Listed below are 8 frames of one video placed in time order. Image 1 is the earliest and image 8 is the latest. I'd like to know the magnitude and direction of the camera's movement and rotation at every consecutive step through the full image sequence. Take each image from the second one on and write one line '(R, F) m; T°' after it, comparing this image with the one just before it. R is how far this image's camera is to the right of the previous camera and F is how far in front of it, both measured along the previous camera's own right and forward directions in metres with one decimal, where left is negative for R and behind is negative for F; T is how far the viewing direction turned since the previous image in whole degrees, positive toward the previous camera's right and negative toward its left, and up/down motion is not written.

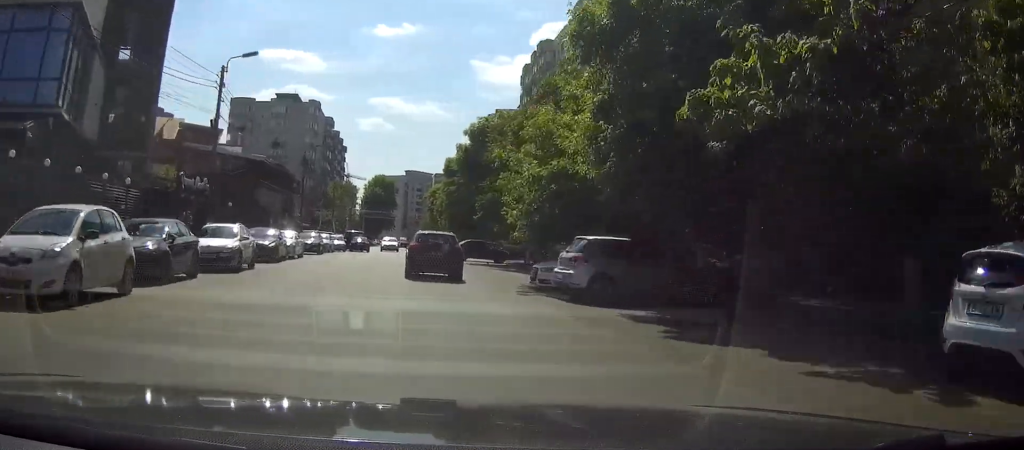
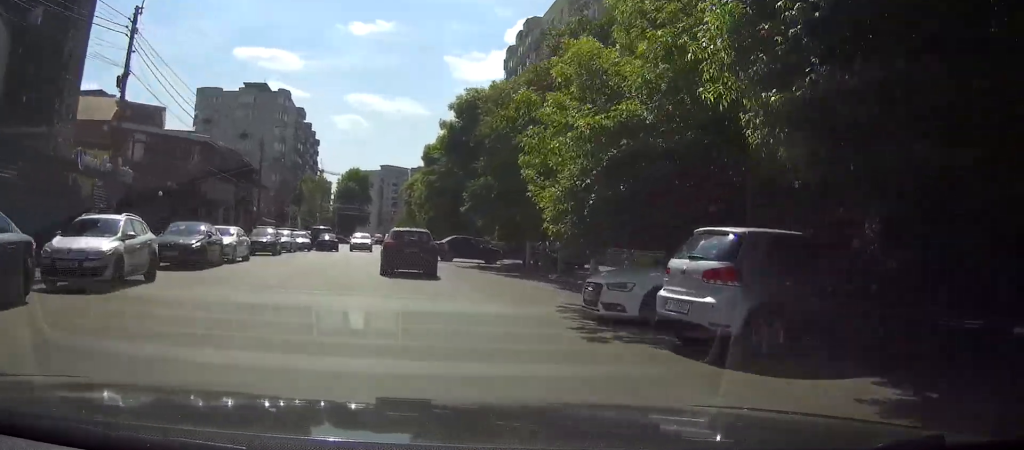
(0.0, +8.4) m; 0°
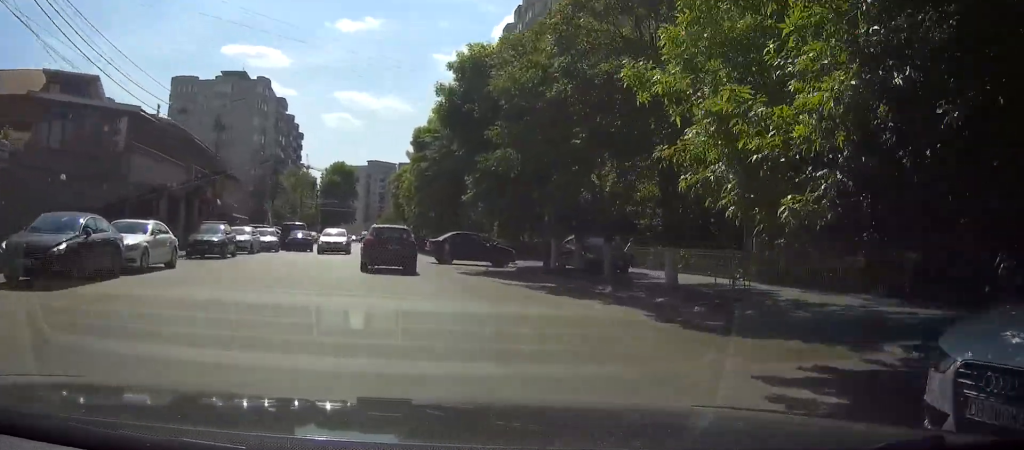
(0.0, +8.9) m; +1°
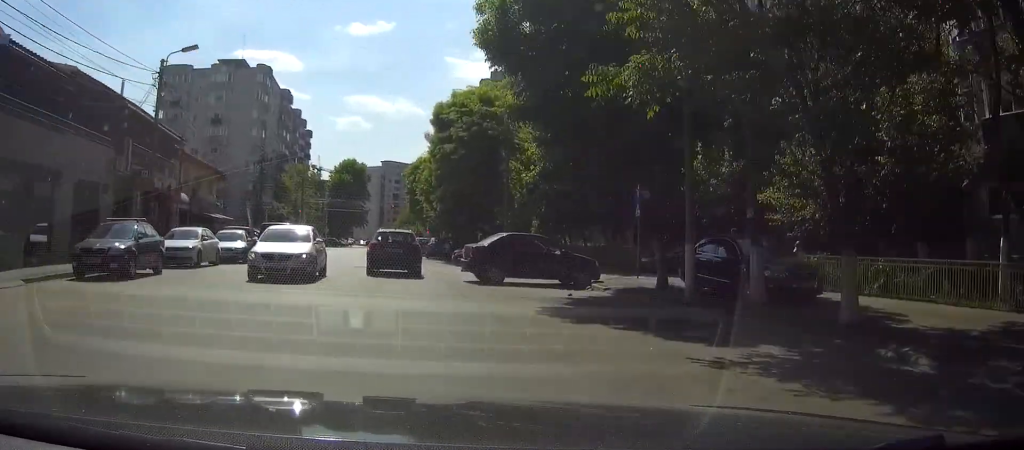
(+0.2, +12.5) m; +1°
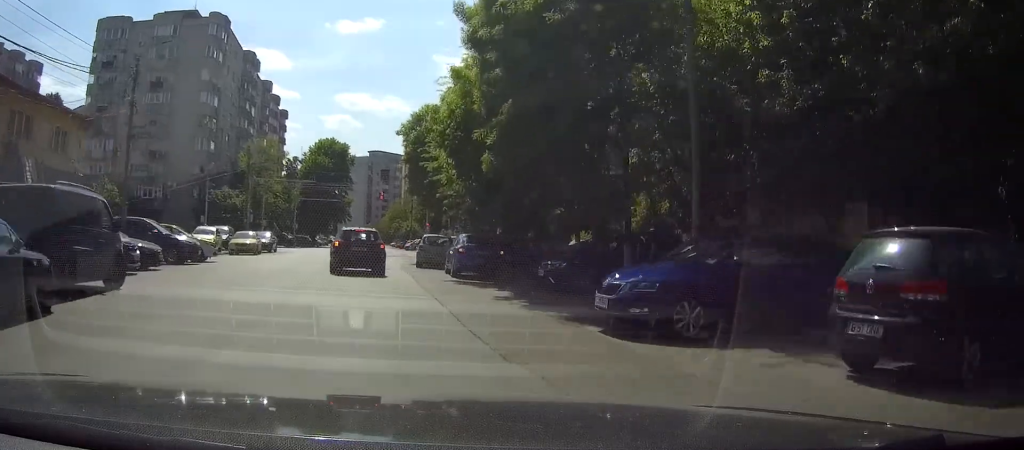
(+0.3, +26.2) m; +2°
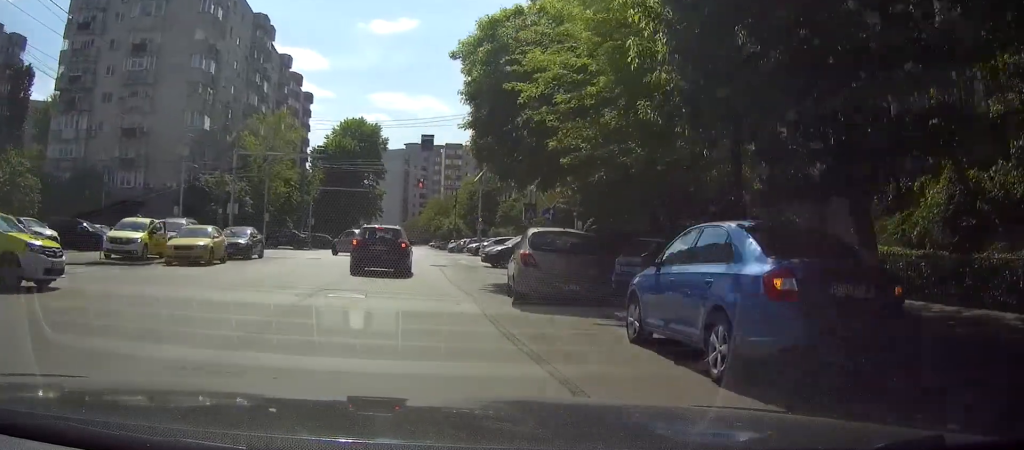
(0.0, +18.0) m; -1°
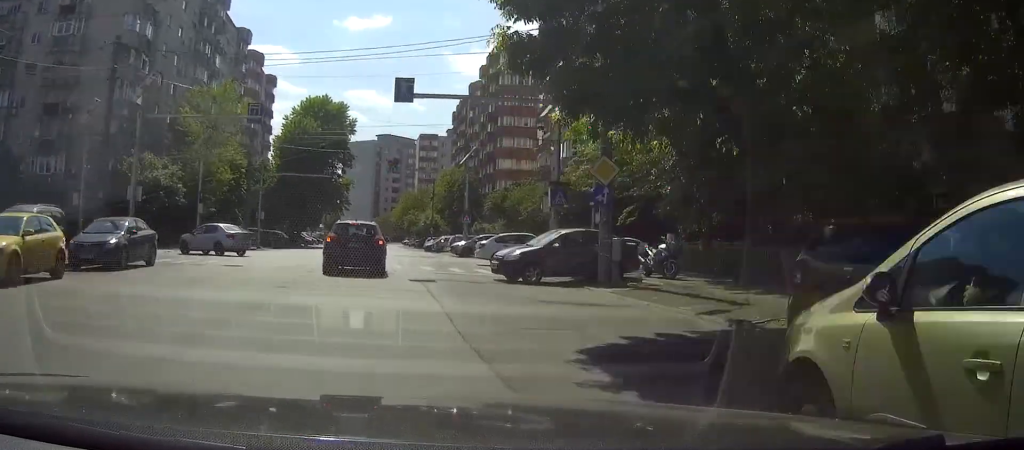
(-0.2, +13.1) m; -1°
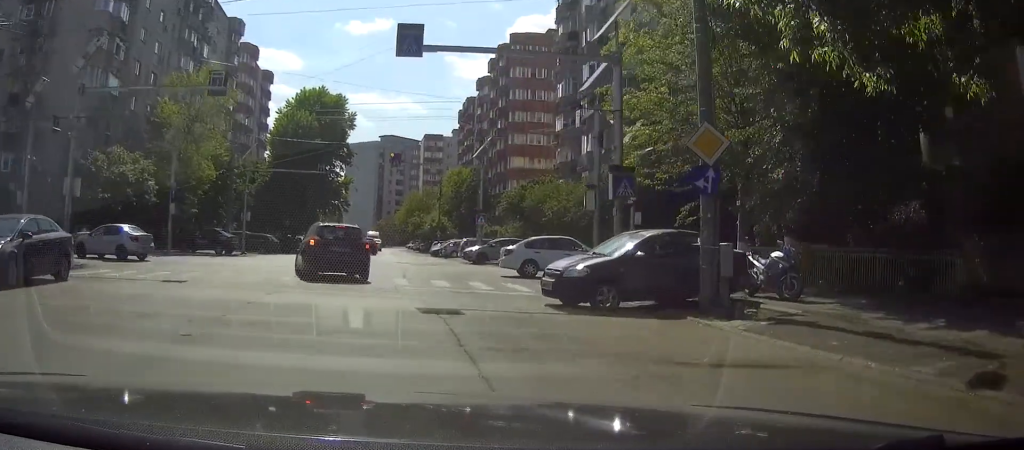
(+0.1, +7.0) m; -1°
